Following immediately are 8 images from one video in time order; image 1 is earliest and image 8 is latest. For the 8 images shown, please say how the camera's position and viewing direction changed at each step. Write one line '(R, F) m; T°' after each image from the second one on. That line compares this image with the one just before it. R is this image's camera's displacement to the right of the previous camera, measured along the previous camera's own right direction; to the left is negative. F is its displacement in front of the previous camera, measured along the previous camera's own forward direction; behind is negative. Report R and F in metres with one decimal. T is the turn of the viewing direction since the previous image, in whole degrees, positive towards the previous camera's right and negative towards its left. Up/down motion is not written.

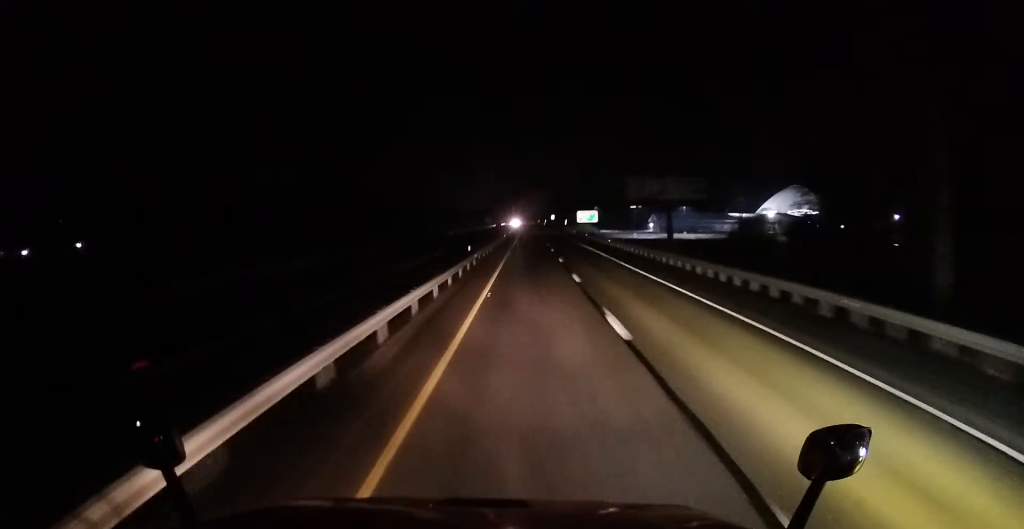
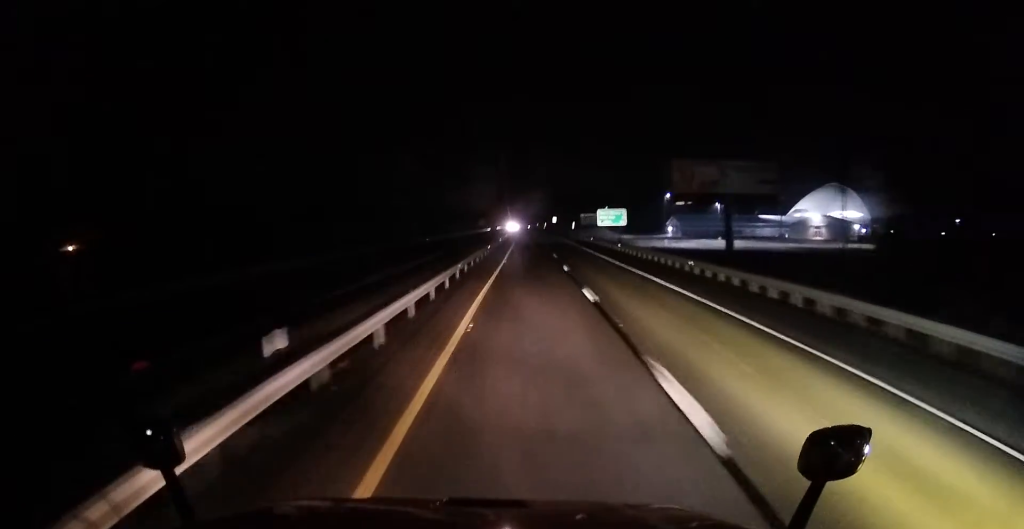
(+0.2, +29.3) m; +1°
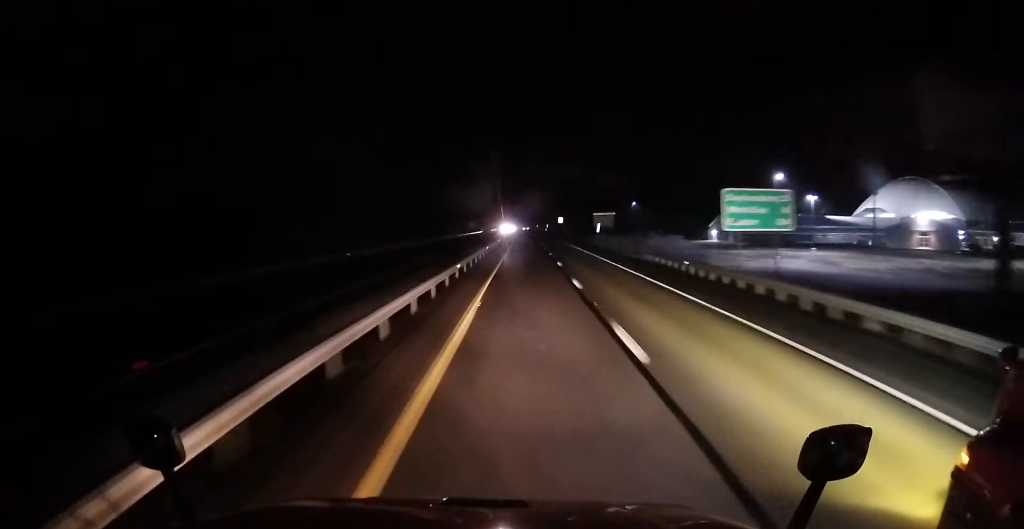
(0.0, +42.8) m; 0°
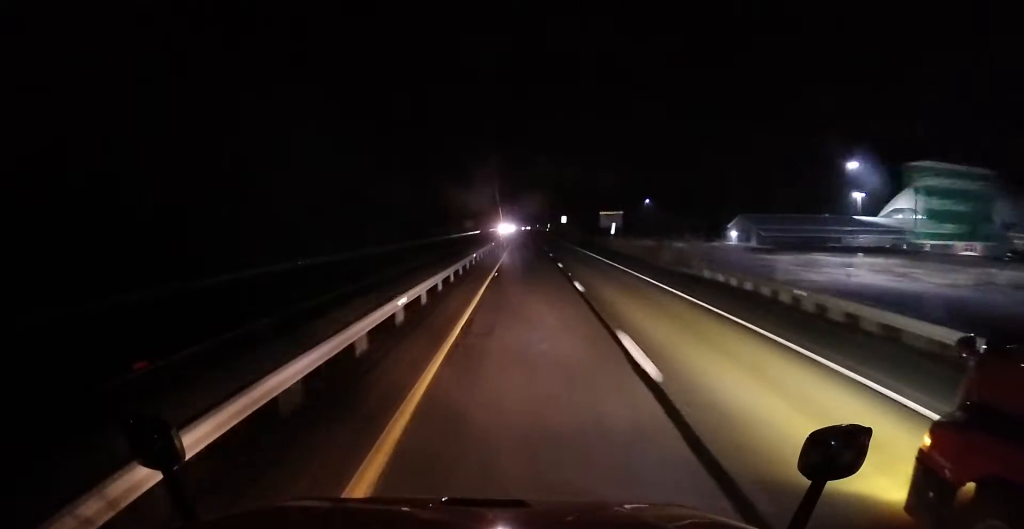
(0.0, +13.3) m; 0°
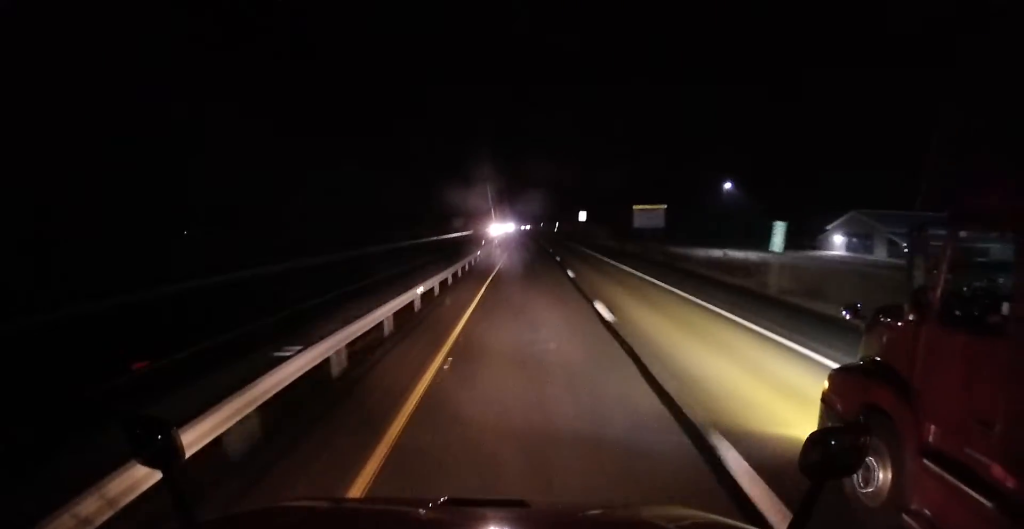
(+0.5, +44.8) m; +1°
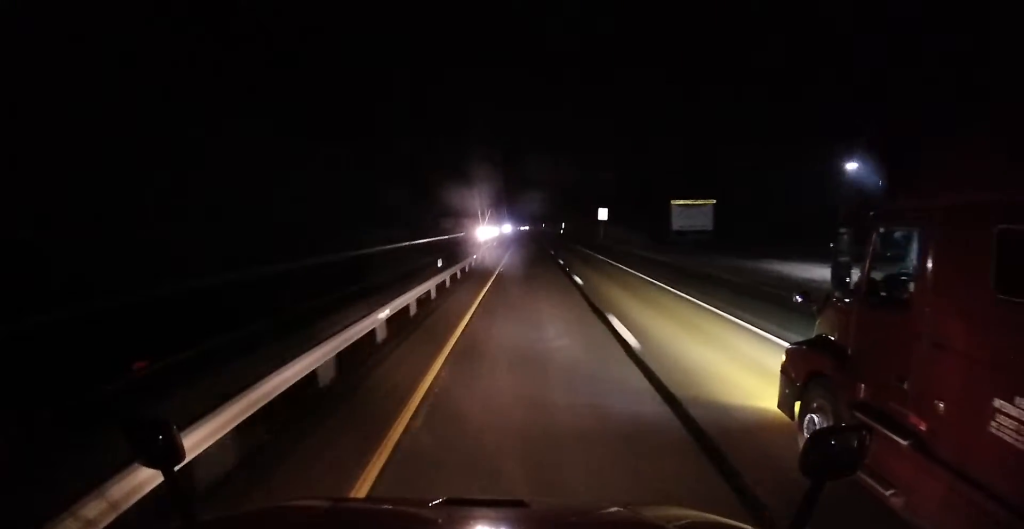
(-0.2, +27.4) m; -1°
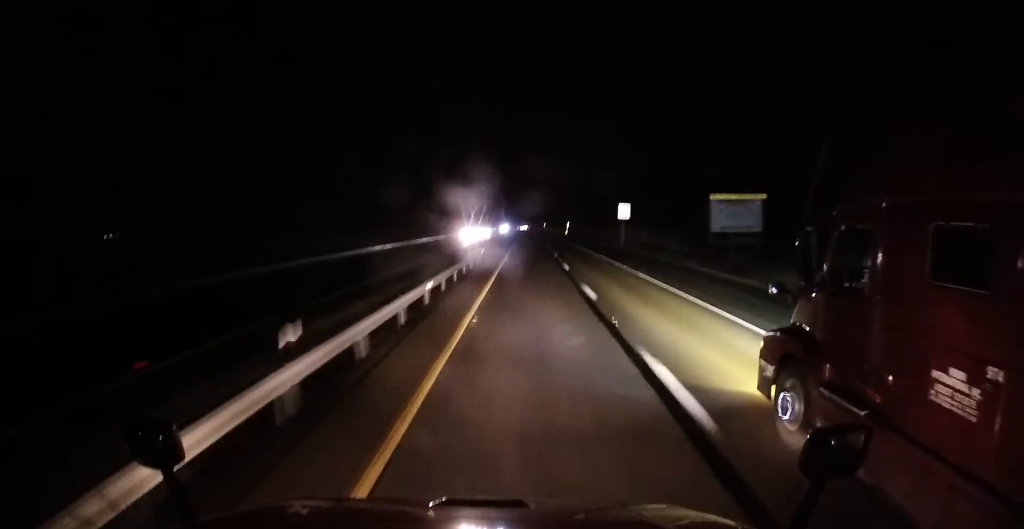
(-0.1, +17.9) m; 0°
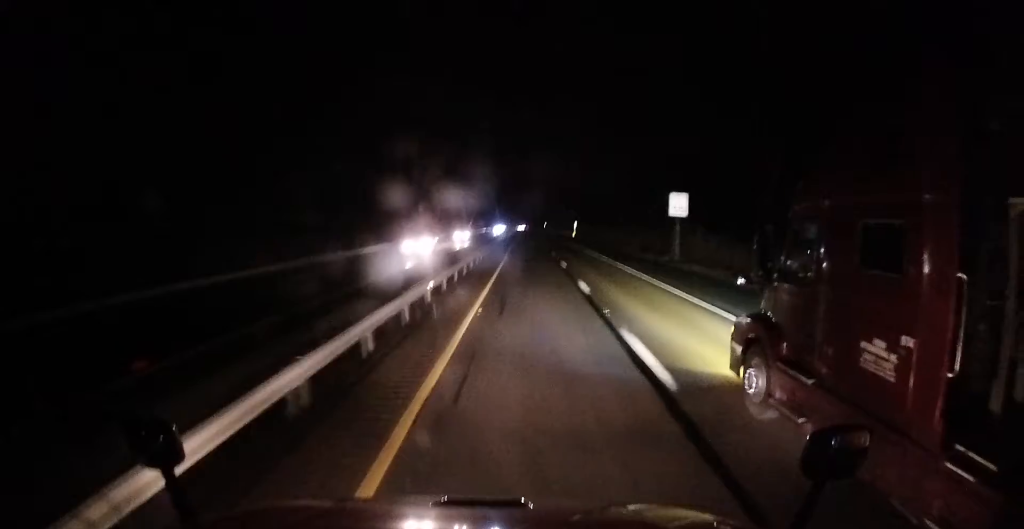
(-0.1, +23.3) m; 0°
